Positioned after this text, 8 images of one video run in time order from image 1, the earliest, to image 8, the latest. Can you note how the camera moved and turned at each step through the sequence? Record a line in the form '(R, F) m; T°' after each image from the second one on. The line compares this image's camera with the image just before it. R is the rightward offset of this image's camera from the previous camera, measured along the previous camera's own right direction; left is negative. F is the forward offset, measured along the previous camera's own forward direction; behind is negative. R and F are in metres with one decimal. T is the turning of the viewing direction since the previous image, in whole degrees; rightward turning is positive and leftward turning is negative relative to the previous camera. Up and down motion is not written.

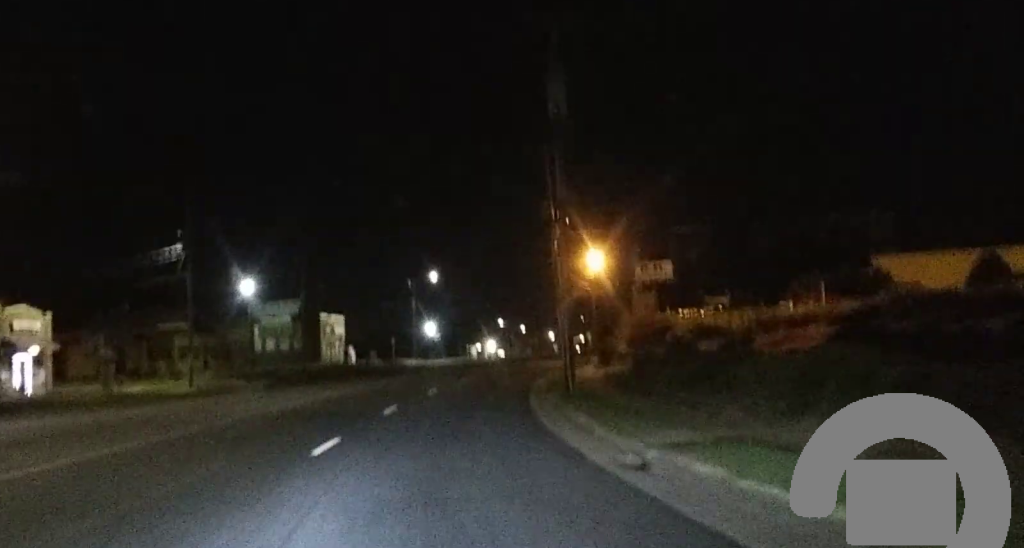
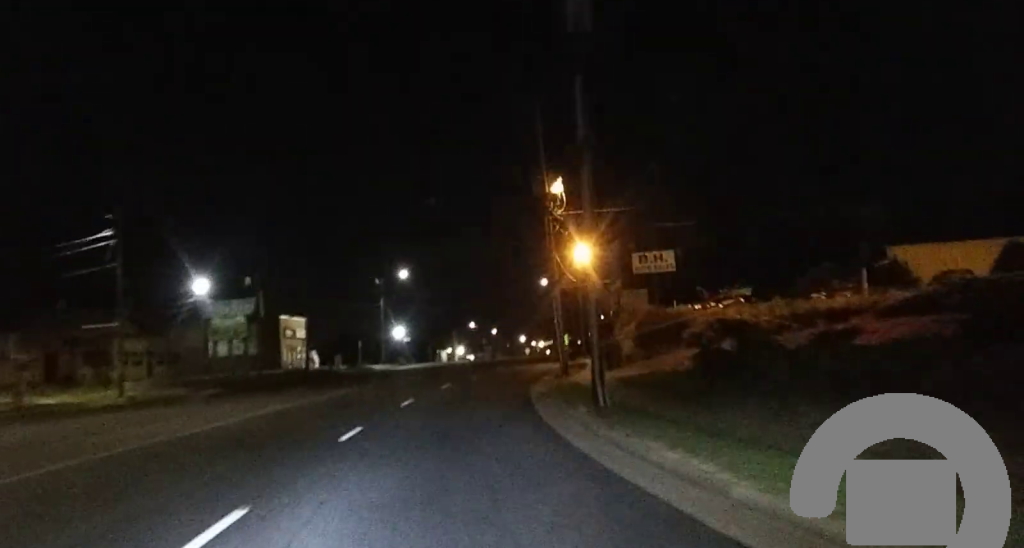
(0.0, +8.5) m; 0°
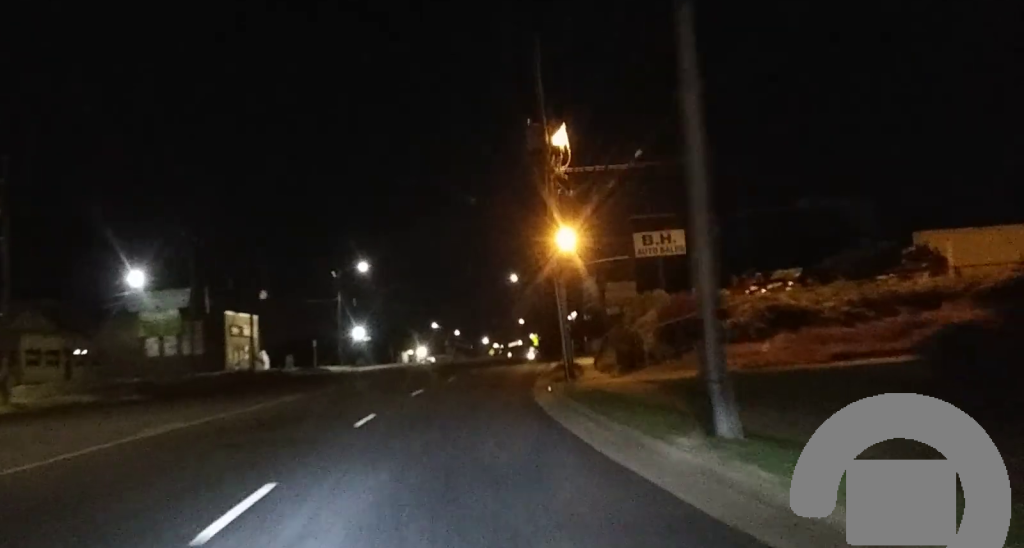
(0.0, +10.6) m; 0°
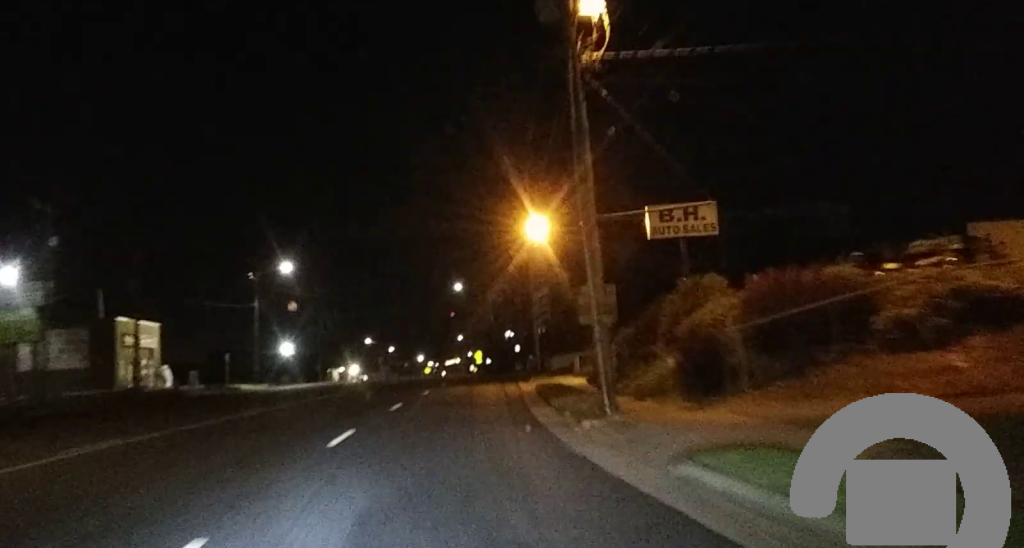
(0.0, +16.5) m; 0°
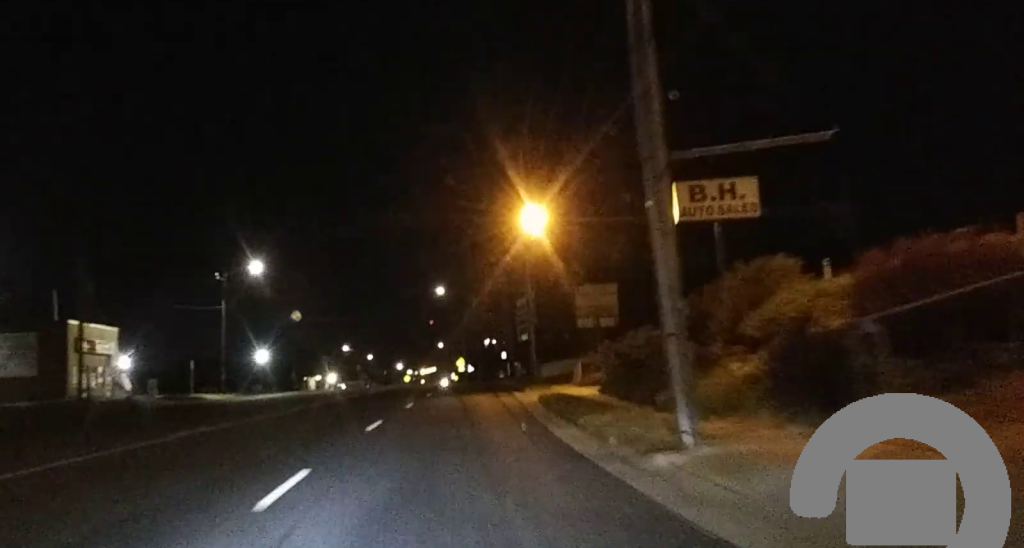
(0.0, +7.4) m; 0°
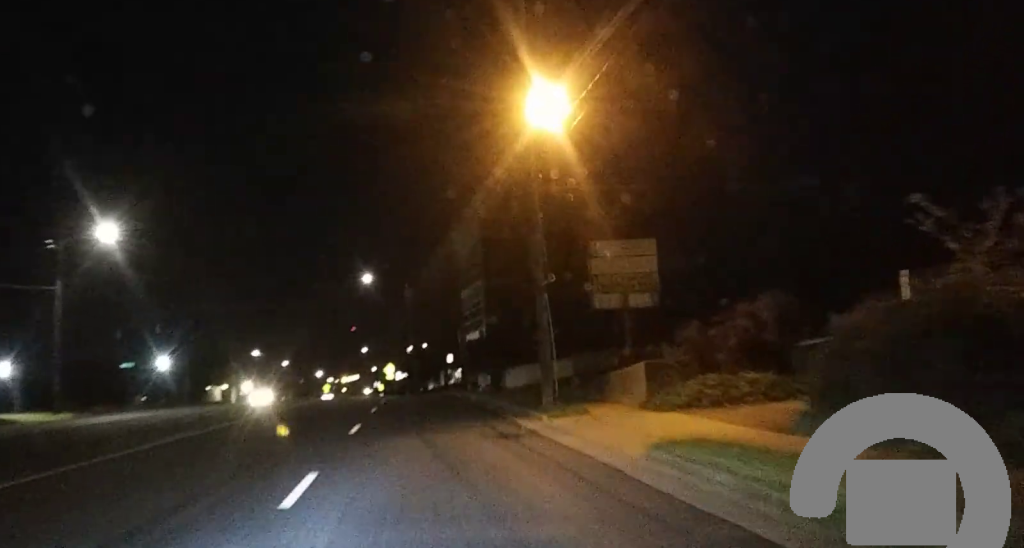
(0.0, +23.9) m; 0°
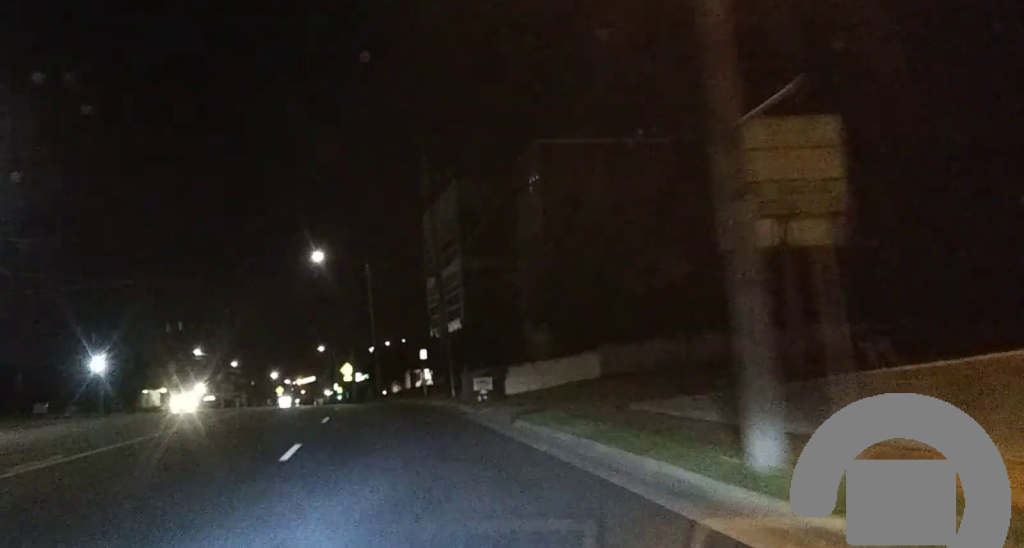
(0.0, +19.7) m; 0°
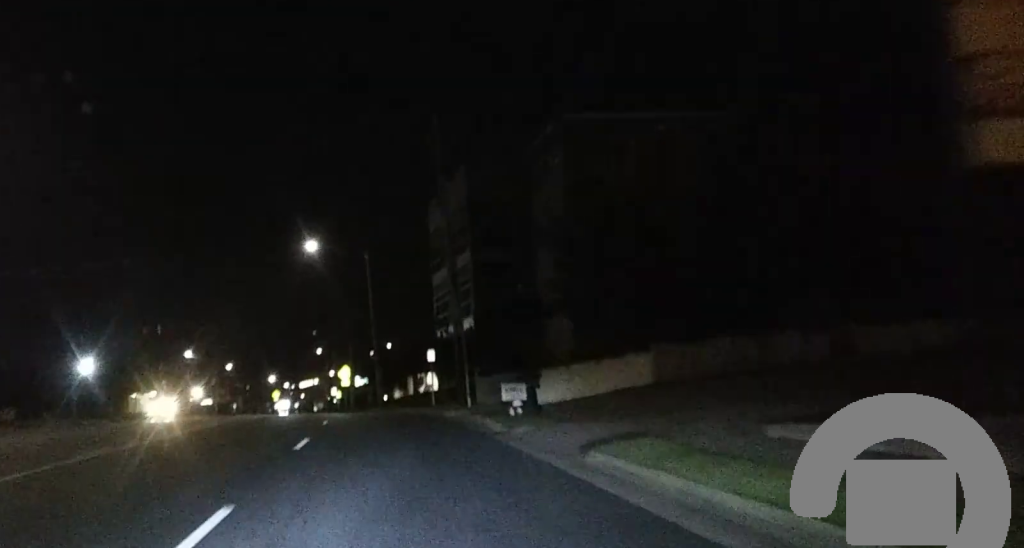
(0.0, +8.0) m; 0°
